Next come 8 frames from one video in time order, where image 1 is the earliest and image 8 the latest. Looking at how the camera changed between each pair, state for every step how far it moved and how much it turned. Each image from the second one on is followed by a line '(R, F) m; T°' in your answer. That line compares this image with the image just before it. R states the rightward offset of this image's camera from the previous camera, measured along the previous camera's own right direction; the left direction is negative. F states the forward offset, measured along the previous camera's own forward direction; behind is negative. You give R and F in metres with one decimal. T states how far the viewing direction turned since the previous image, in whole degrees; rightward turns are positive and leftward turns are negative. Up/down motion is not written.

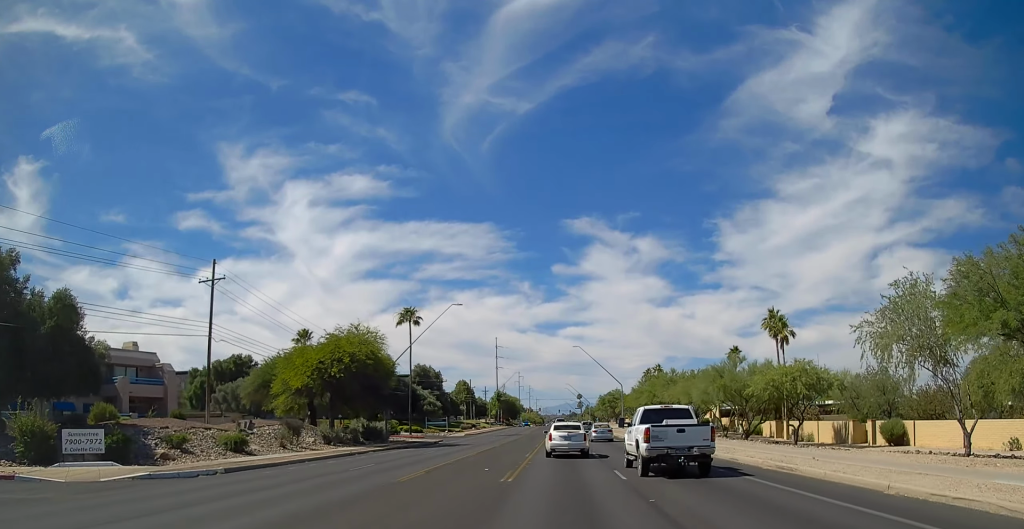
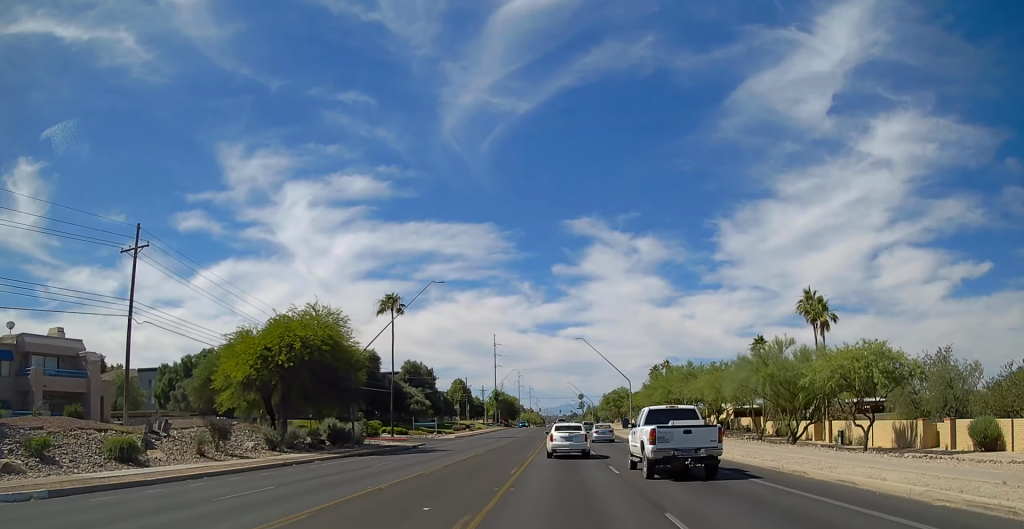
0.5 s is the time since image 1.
(0.0, +9.8) m; 0°
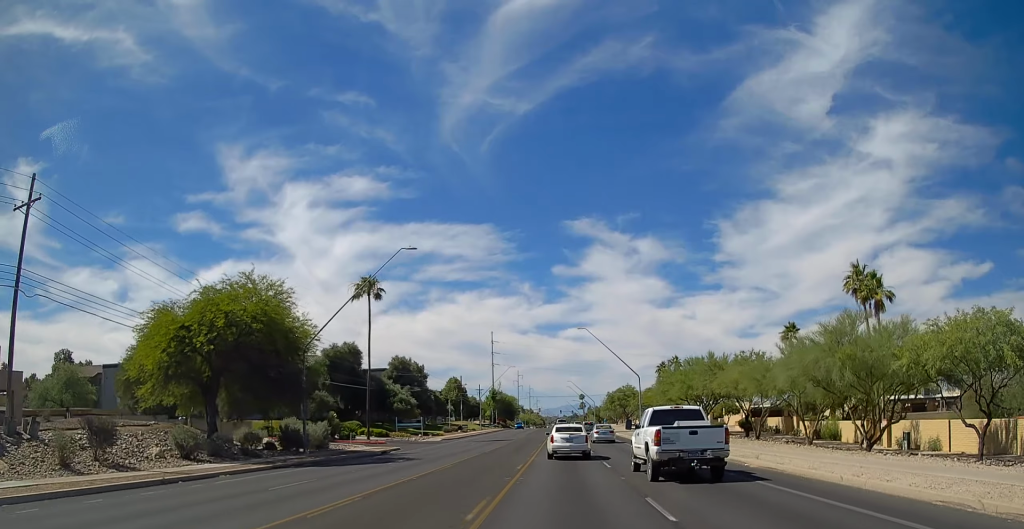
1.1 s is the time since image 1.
(0.0, +9.8) m; 0°
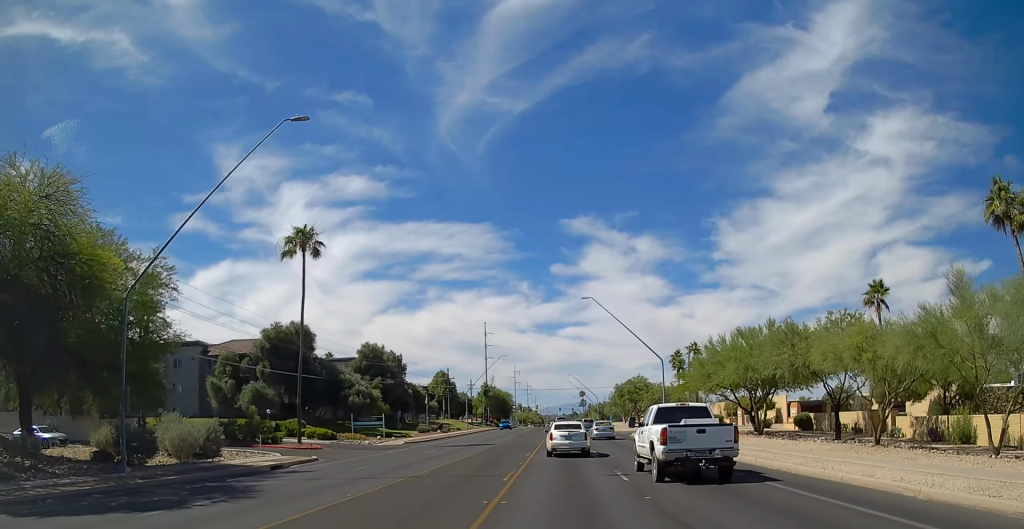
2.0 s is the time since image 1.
(0.0, +17.9) m; 0°
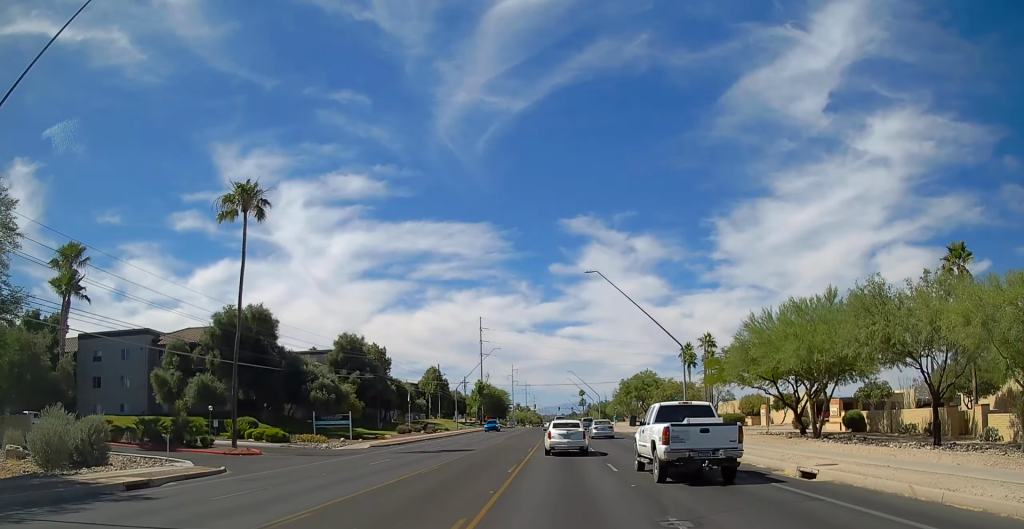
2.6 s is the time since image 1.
(0.0, +10.3) m; 0°
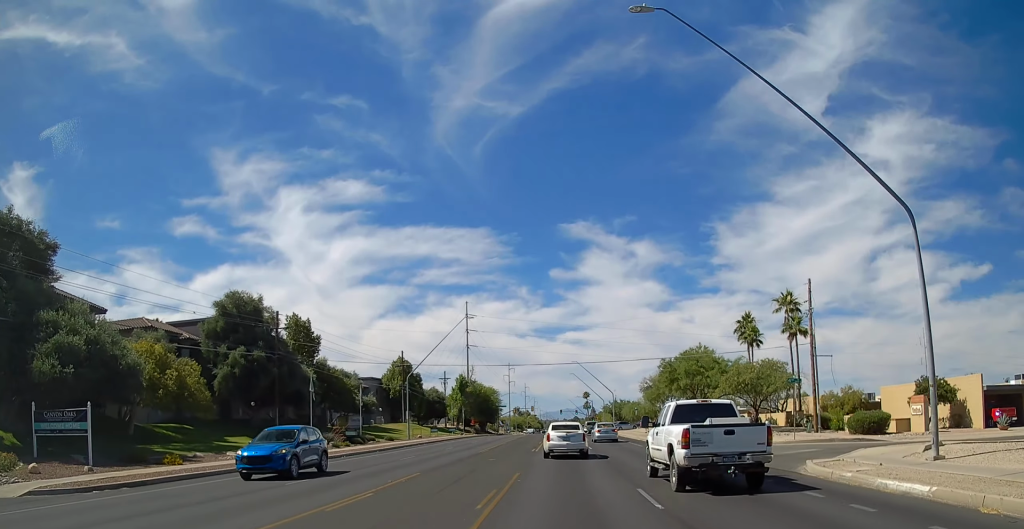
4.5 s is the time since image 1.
(0.0, +33.4) m; 0°
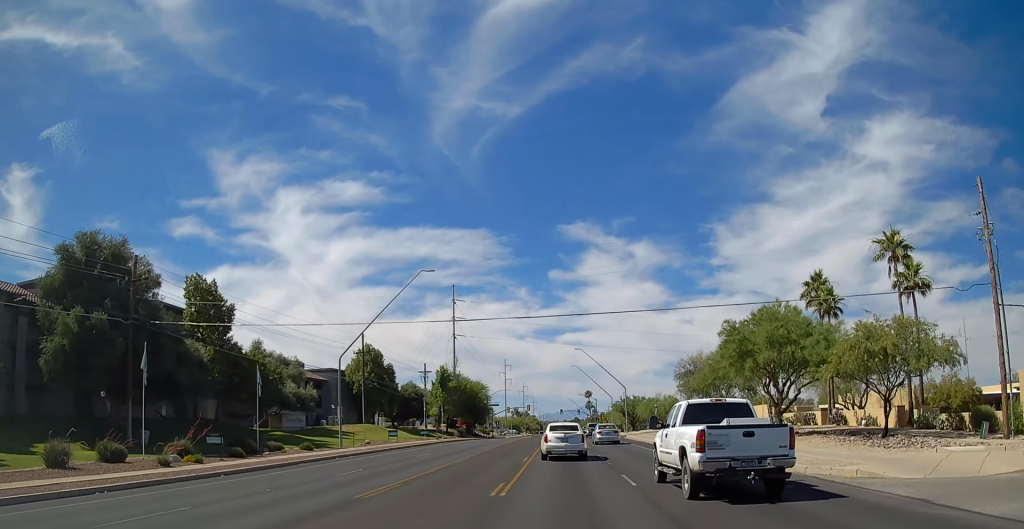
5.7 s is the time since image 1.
(0.0, +21.2) m; 0°
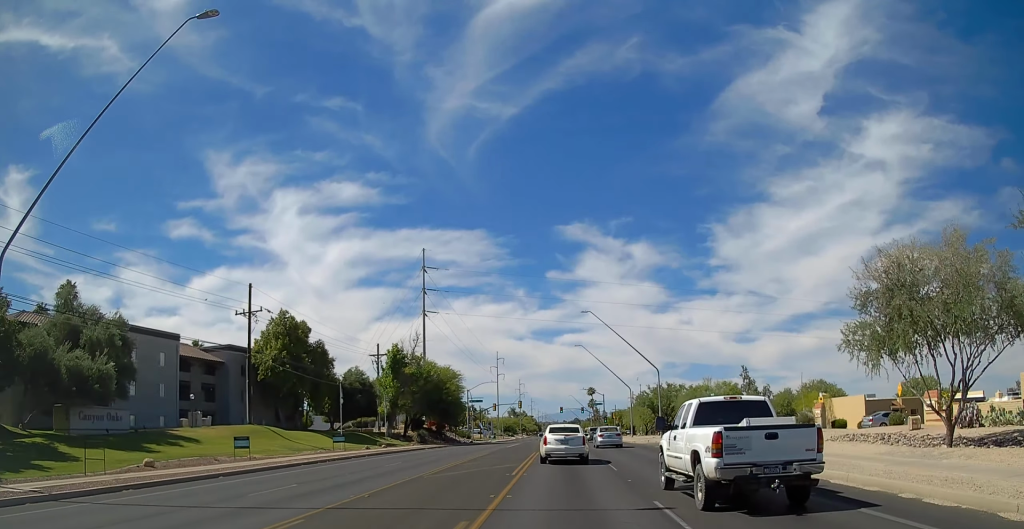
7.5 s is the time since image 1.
(0.0, +31.9) m; 0°
